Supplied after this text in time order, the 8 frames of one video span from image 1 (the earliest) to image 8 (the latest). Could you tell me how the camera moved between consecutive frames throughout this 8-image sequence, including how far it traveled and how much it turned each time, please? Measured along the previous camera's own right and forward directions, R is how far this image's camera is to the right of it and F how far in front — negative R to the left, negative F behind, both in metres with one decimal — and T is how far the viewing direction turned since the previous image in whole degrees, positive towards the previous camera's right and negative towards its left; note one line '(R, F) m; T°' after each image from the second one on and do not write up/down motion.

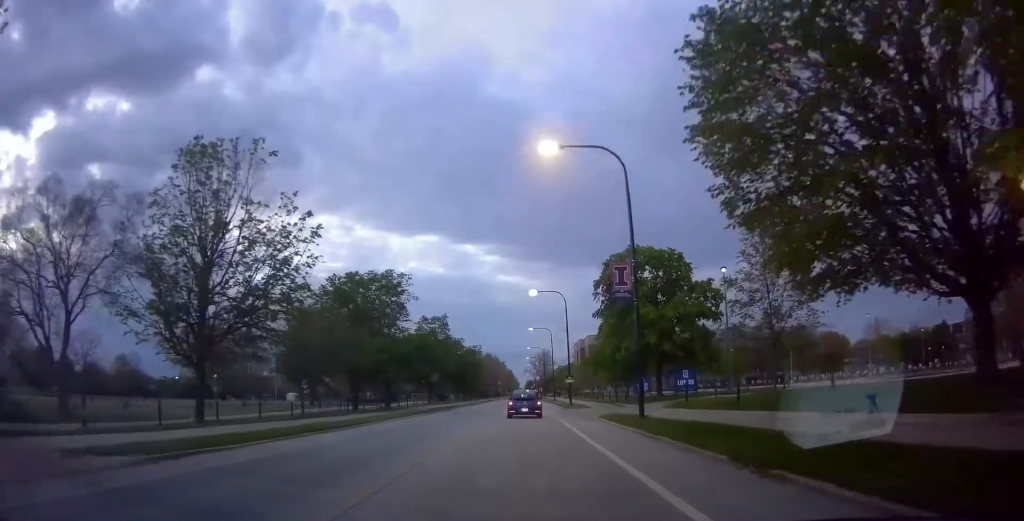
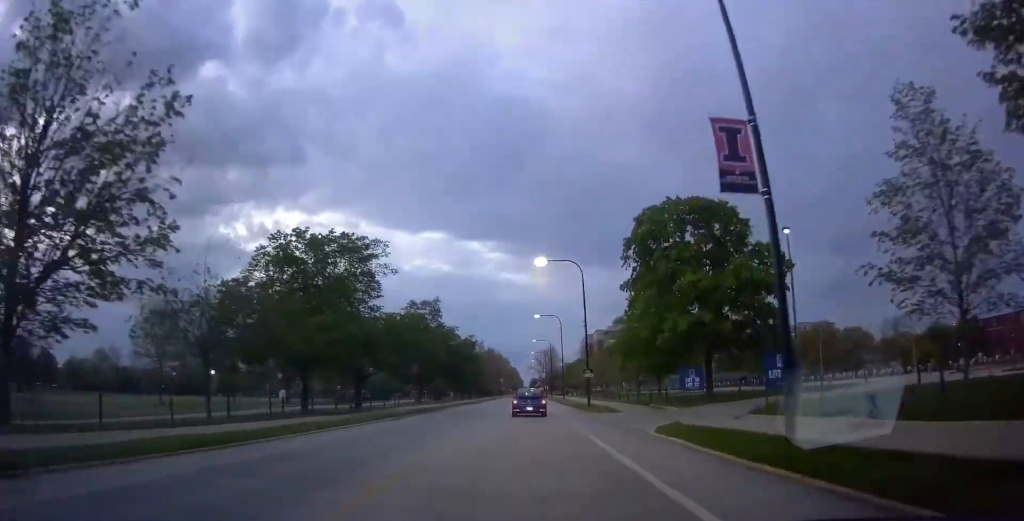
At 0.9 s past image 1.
(0.0, +12.3) m; 0°
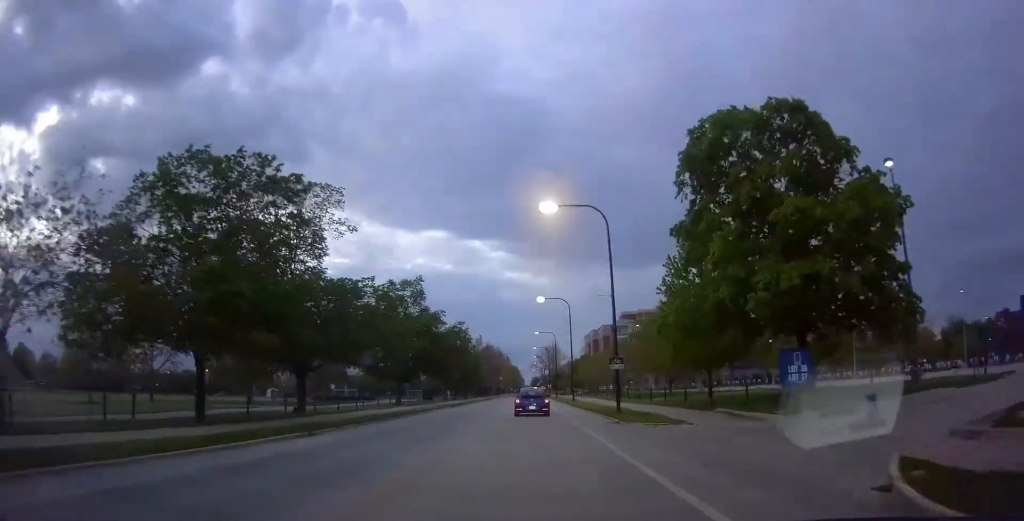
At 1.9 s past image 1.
(0.0, +13.4) m; 0°
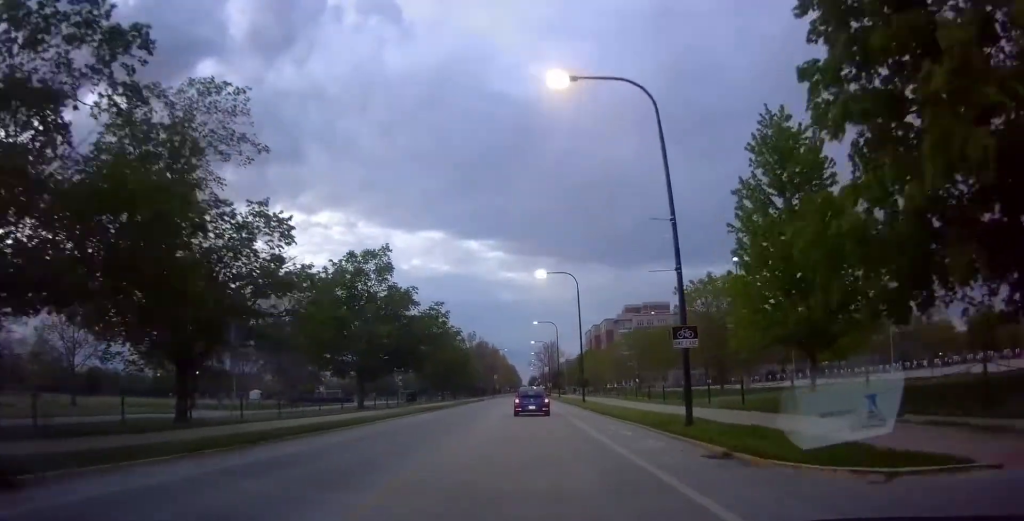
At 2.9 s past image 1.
(0.0, +13.8) m; 0°
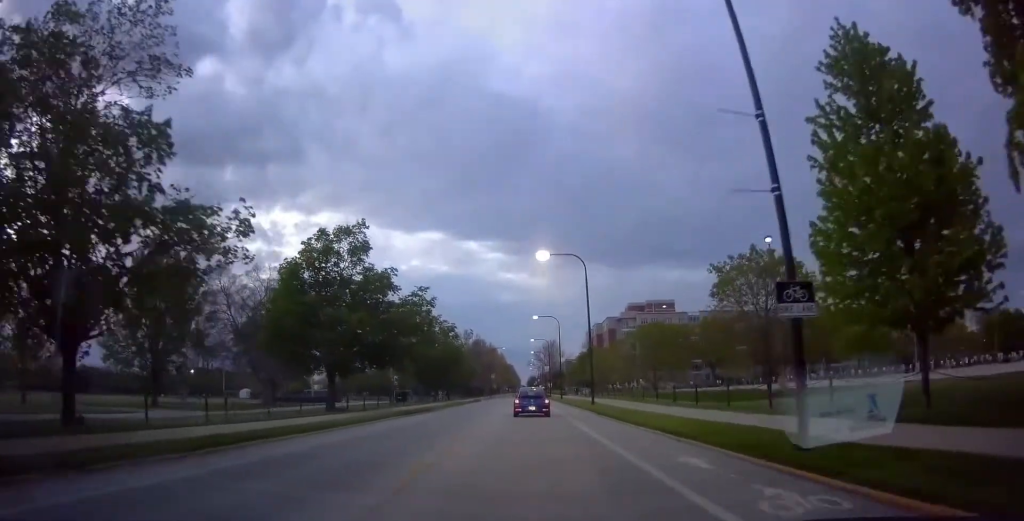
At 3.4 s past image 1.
(0.0, +7.2) m; 0°
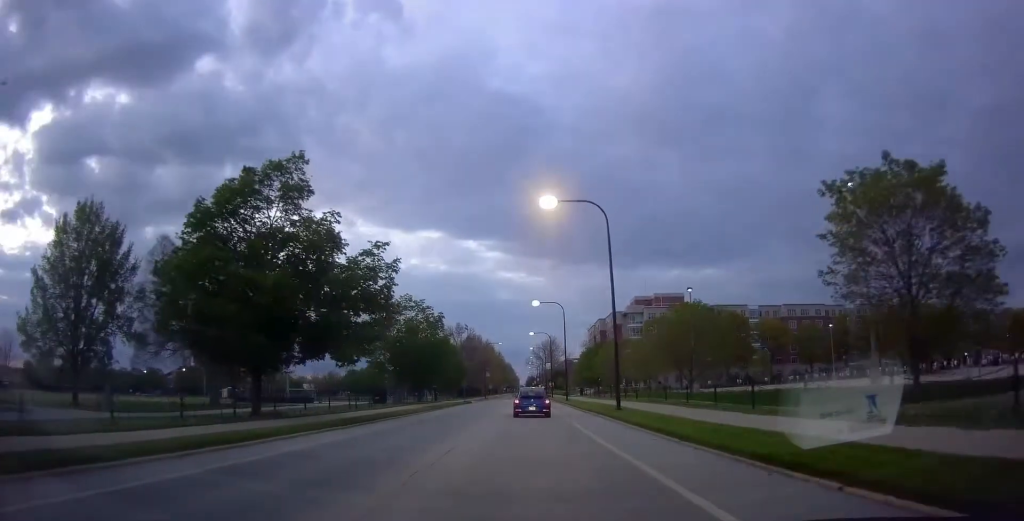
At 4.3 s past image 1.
(0.0, +12.3) m; 0°
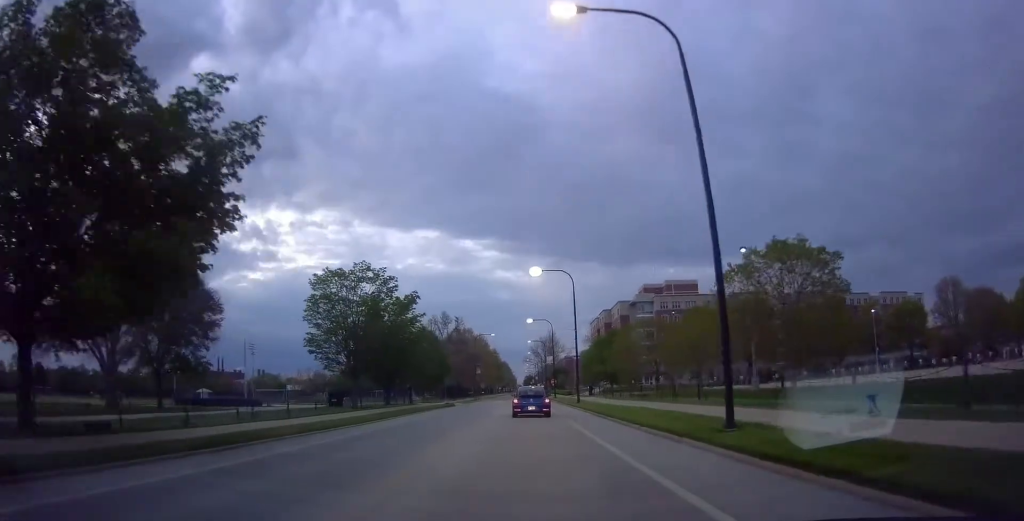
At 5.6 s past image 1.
(0.0, +16.2) m; 0°
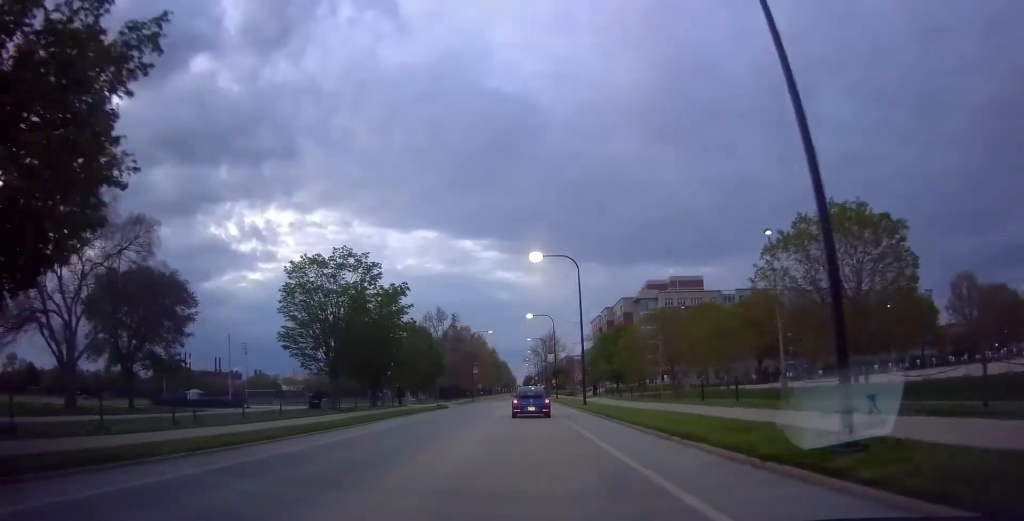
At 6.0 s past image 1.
(0.0, +5.6) m; 0°
